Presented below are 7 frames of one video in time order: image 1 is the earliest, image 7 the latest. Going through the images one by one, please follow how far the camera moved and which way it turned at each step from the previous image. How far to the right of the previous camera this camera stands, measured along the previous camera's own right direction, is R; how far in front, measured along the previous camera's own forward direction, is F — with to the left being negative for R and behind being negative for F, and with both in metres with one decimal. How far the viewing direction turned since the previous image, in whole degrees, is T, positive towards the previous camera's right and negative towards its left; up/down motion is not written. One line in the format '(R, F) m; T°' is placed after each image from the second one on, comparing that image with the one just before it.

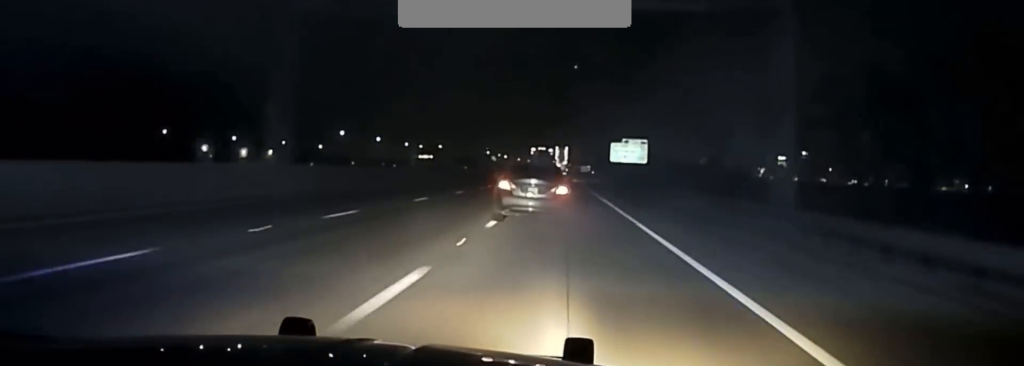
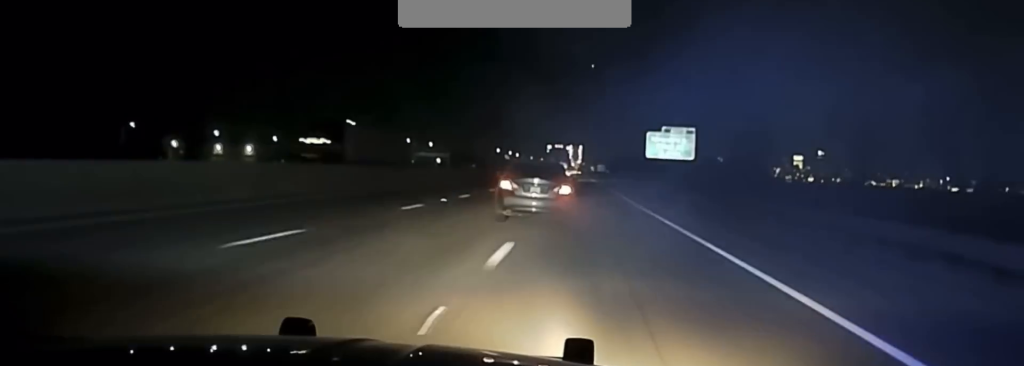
(-0.1, +31.4) m; -1°
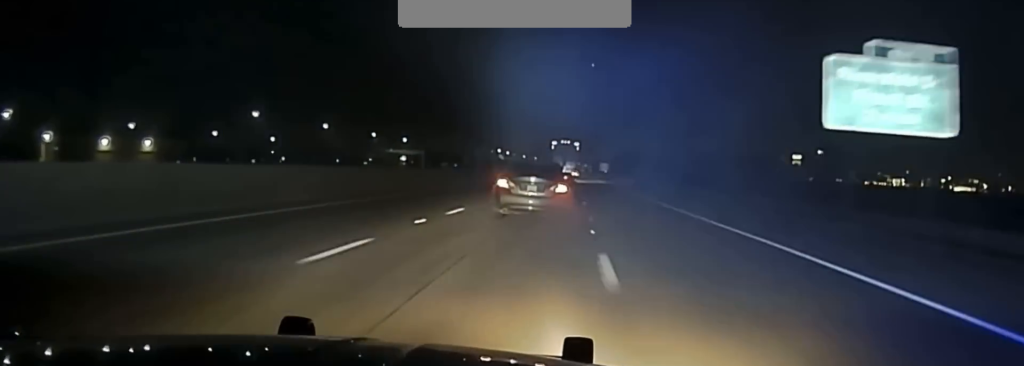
(-0.8, +69.9) m; -1°
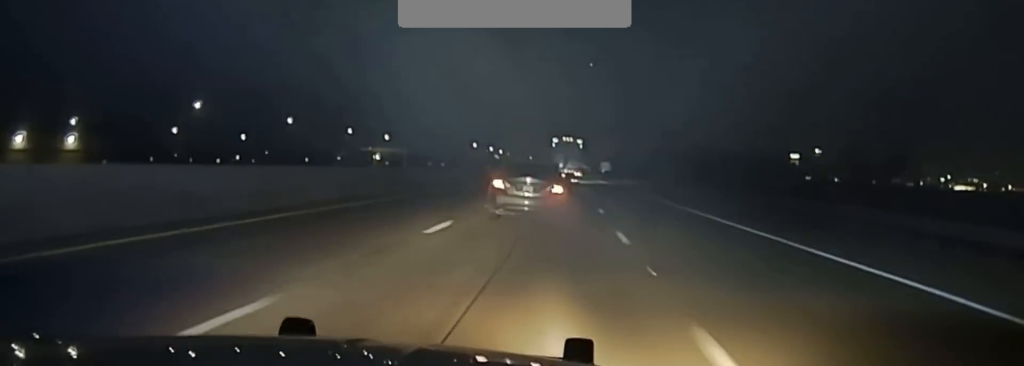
(-0.1, +34.2) m; 0°
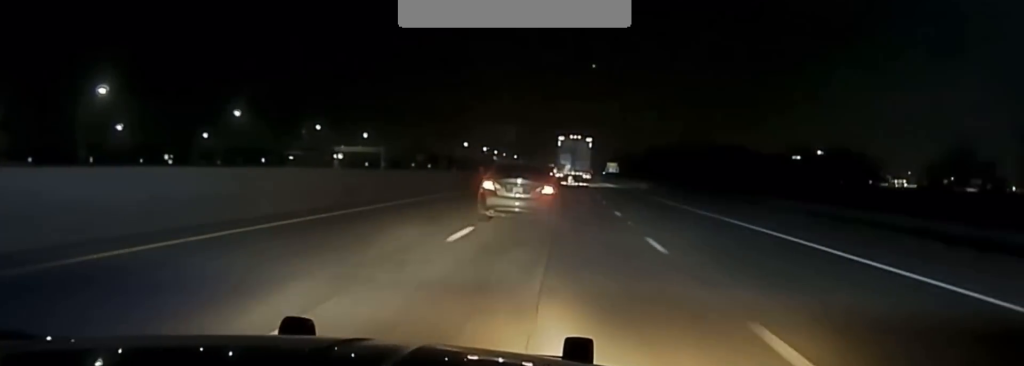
(+0.2, +38.7) m; 0°
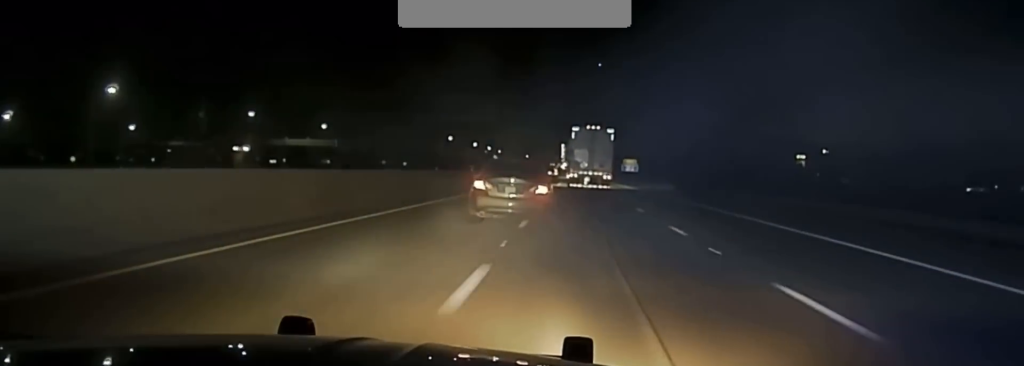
(0.0, +53.6) m; 0°
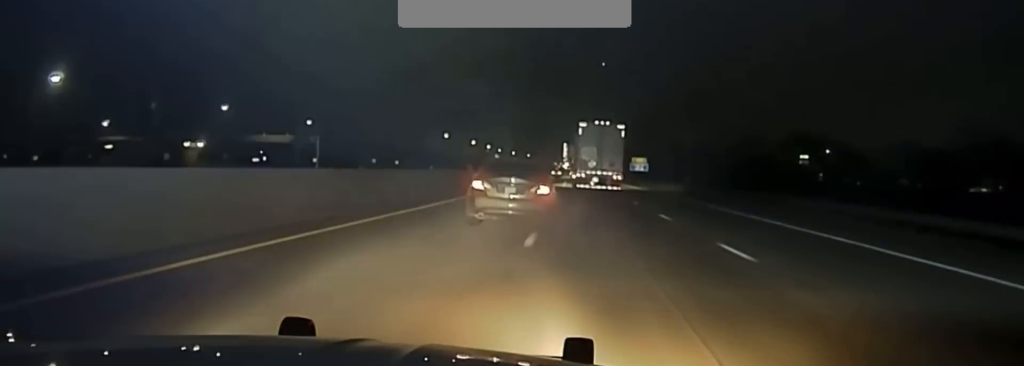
(0.0, +14.9) m; 0°
